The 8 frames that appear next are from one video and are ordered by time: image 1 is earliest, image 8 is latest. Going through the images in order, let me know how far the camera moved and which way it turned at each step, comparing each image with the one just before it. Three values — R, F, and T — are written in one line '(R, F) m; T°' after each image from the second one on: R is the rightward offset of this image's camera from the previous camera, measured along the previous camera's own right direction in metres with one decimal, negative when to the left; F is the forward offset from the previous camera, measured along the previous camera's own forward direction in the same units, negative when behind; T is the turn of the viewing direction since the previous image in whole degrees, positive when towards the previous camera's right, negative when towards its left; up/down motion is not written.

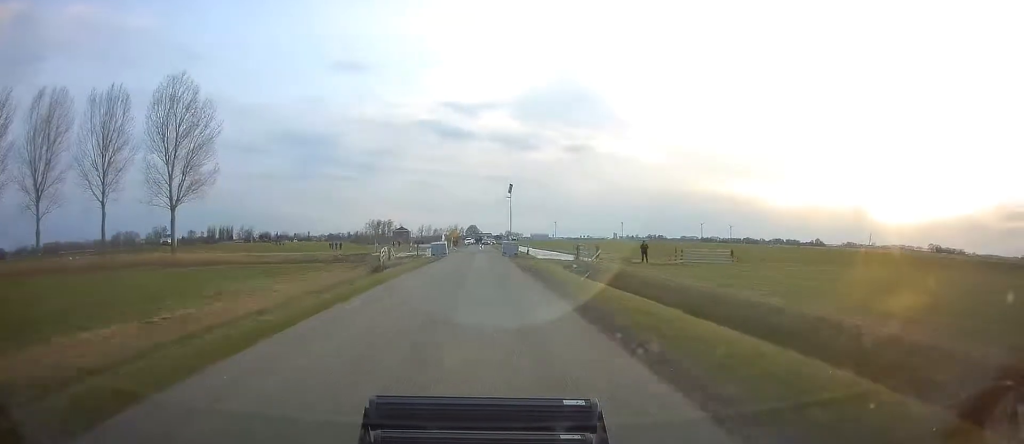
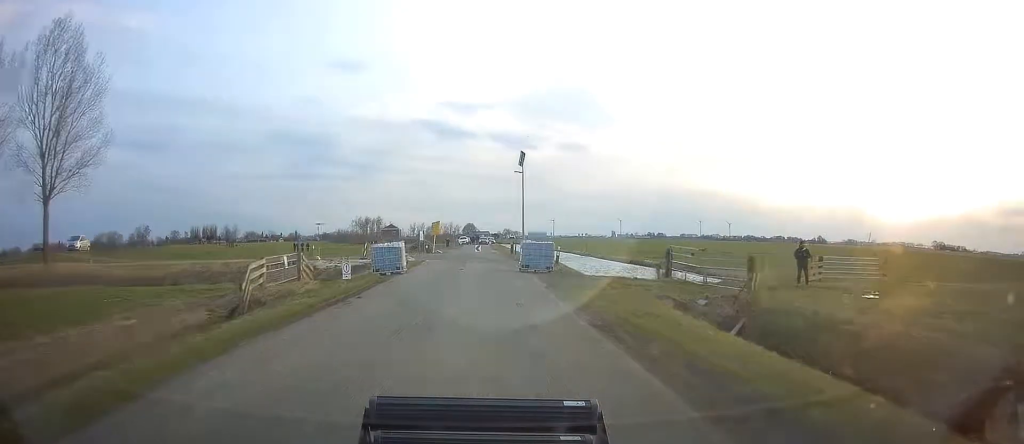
(0.0, +23.4) m; 0°
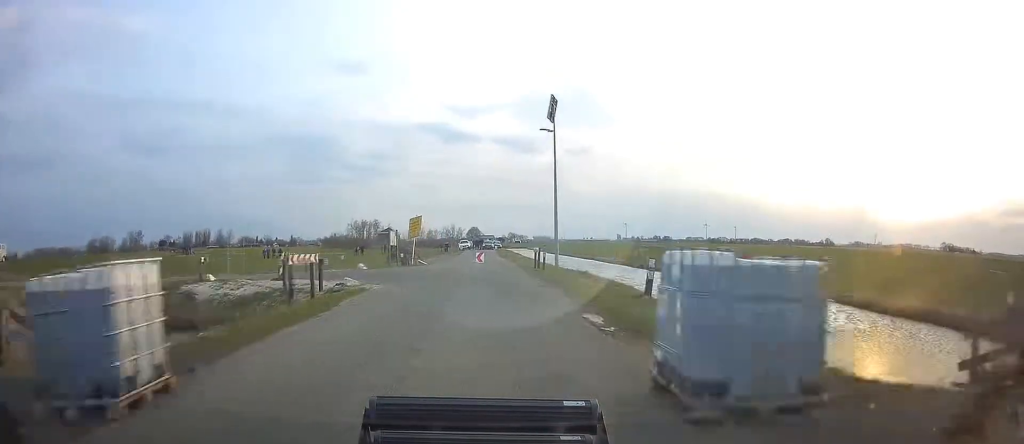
(0.0, +19.2) m; -3°
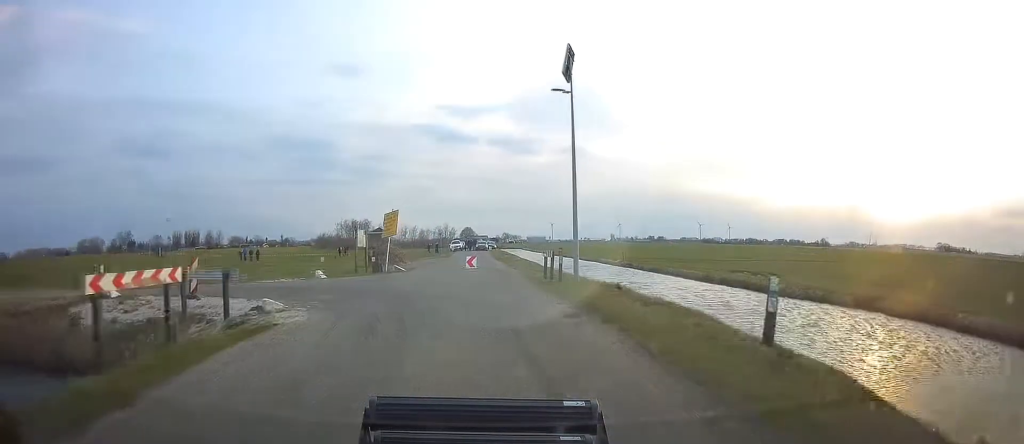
(+0.4, +8.3) m; -4°
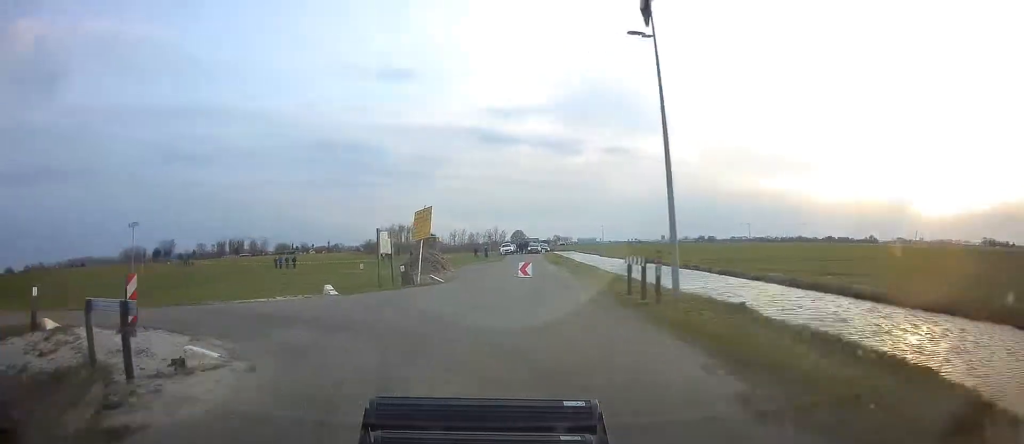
(-0.5, +5.5) m; -10°
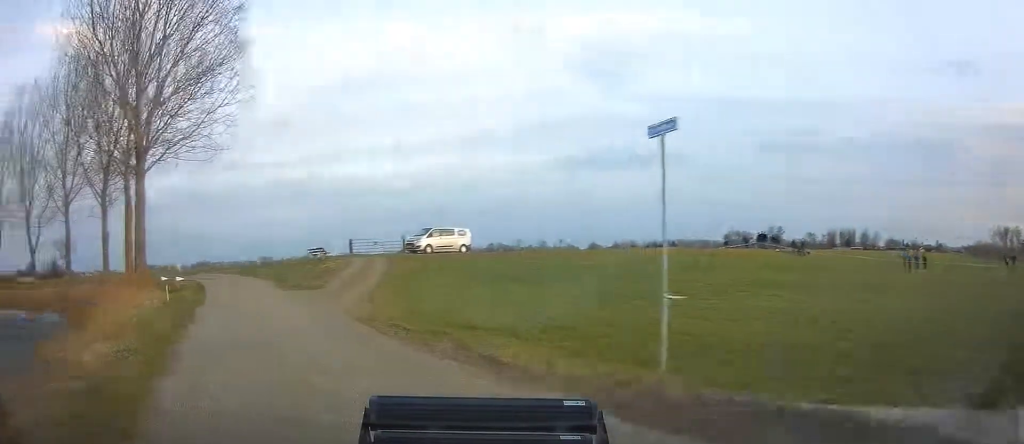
(-5.1, +14.1) m; -45°
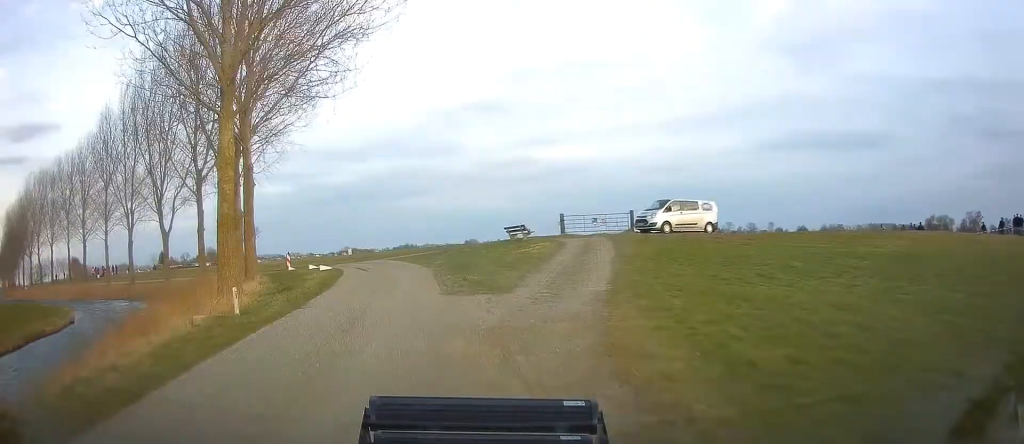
(-2.1, +9.3) m; -18°
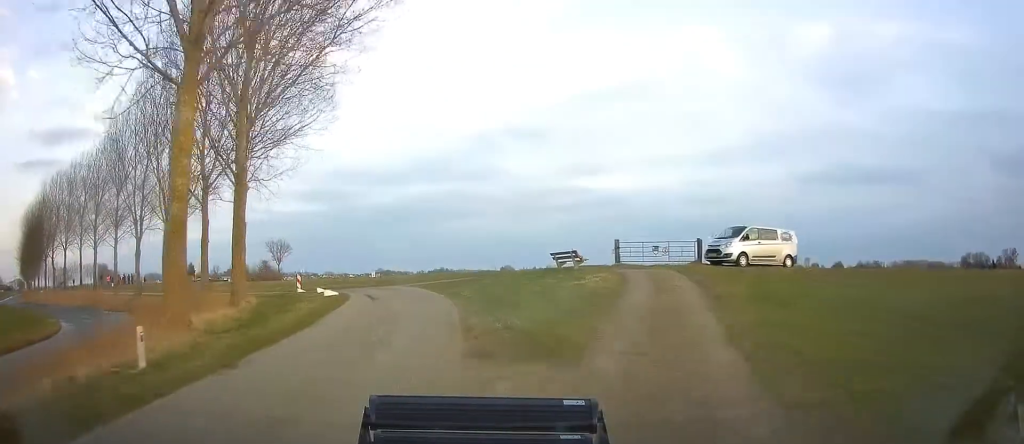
(-0.2, +5.2) m; -7°
